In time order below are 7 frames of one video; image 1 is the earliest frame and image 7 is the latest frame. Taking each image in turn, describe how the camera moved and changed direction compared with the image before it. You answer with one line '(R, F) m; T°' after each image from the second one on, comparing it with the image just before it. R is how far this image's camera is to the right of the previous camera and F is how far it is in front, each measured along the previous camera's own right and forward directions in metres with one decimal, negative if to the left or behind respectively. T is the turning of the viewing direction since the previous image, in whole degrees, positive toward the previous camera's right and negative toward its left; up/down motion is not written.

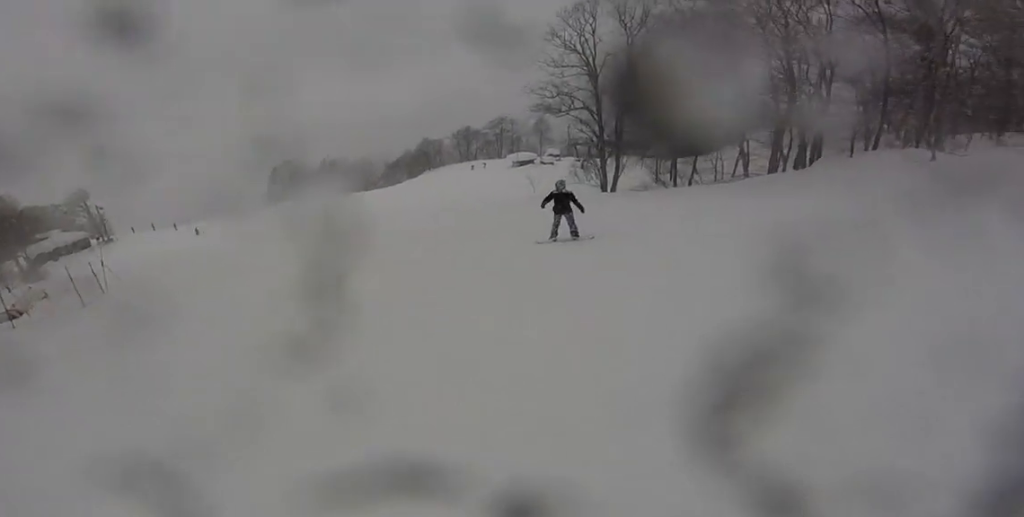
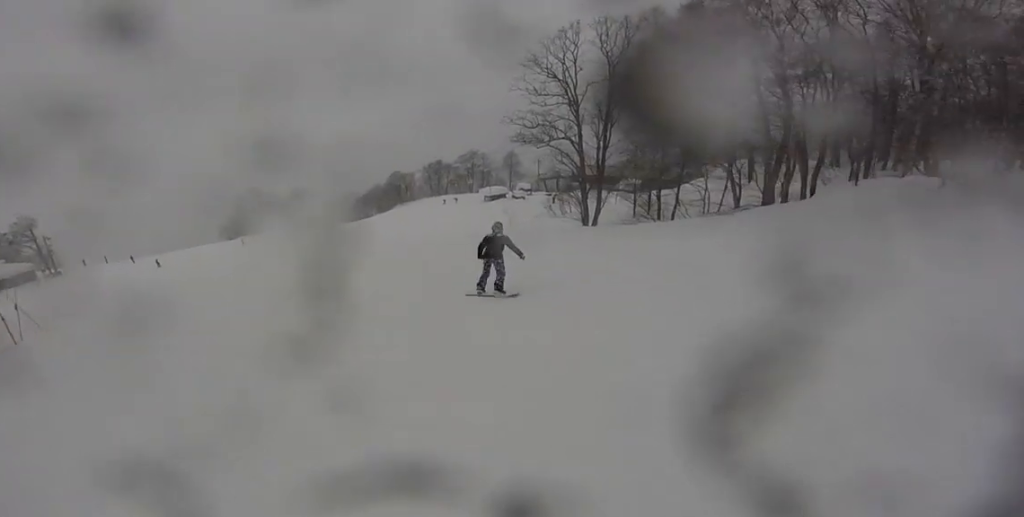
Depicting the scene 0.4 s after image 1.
(-0.2, +3.7) m; -3°
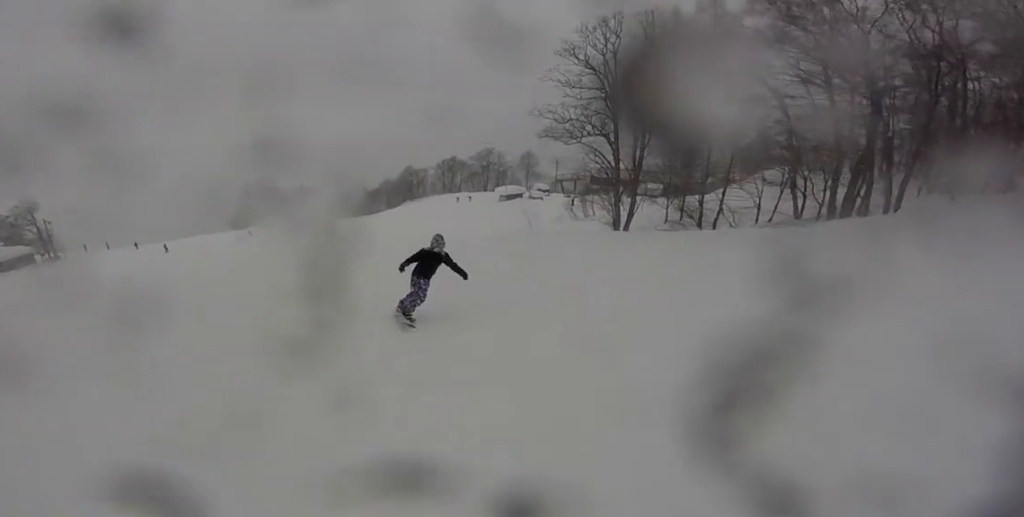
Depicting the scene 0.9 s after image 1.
(-0.2, +4.3) m; +3°
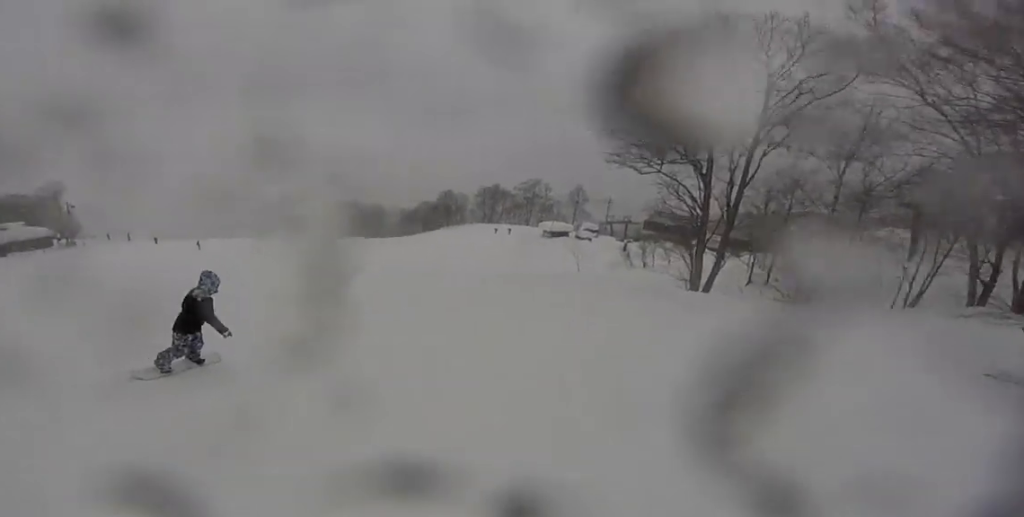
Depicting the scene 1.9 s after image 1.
(+0.6, +9.4) m; +8°
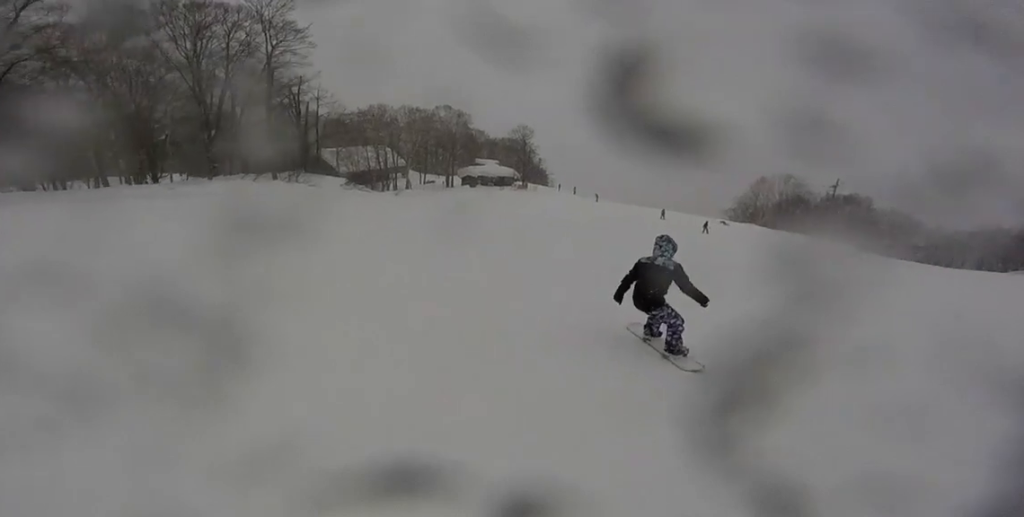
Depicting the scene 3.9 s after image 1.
(+1.8, +15.5) m; +12°
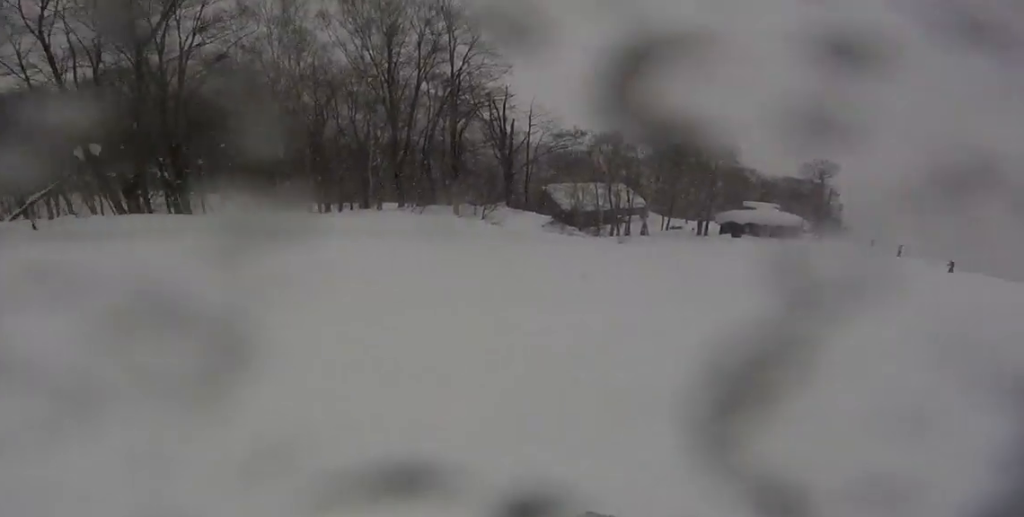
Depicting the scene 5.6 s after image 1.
(-0.5, +8.7) m; -25°
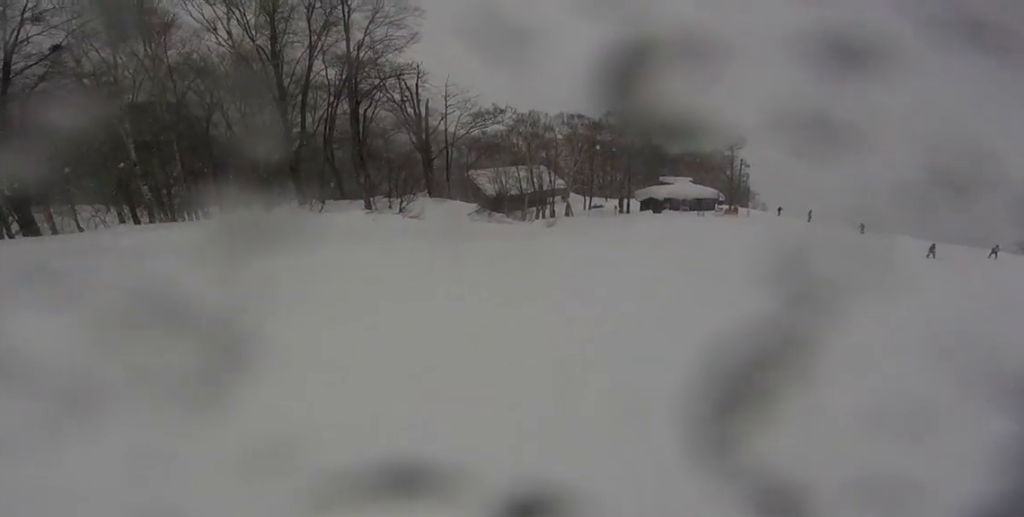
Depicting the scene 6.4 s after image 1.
(-0.8, +2.9) m; -17°
